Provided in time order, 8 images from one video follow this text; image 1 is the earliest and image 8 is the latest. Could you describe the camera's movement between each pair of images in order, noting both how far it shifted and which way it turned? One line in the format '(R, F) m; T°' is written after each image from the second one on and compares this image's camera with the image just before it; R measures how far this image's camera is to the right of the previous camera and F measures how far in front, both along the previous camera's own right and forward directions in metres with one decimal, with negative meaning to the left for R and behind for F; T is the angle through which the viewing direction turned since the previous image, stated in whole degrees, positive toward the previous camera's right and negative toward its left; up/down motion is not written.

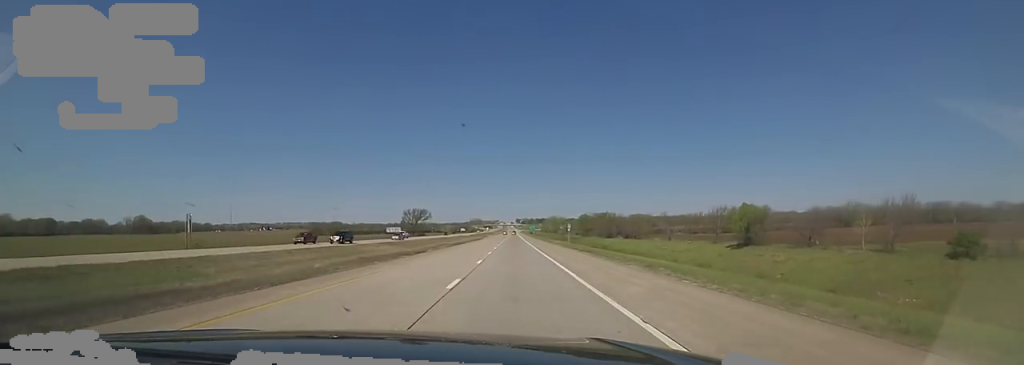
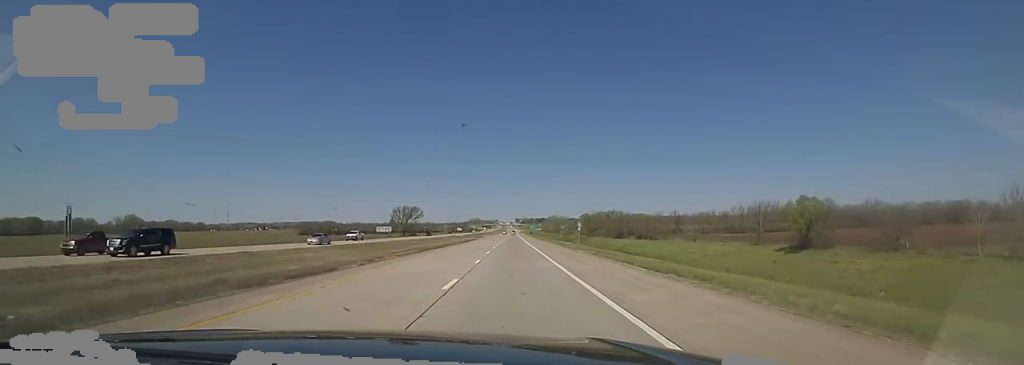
(-0.8, +20.1) m; -1°
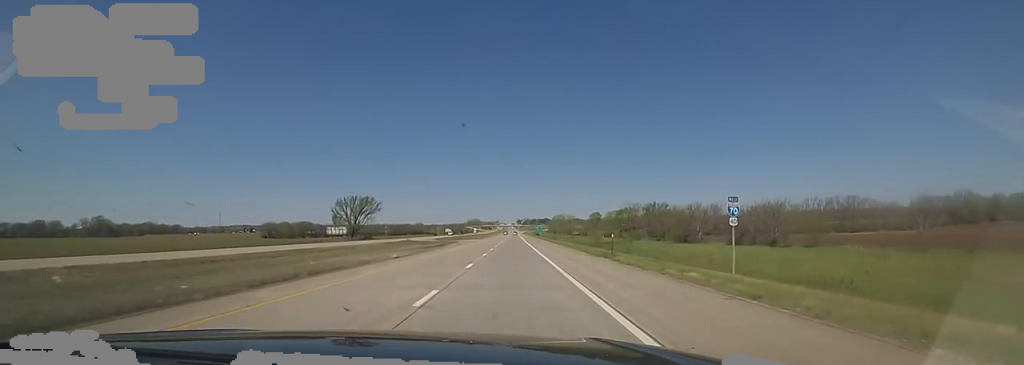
(-1.0, +71.5) m; -1°
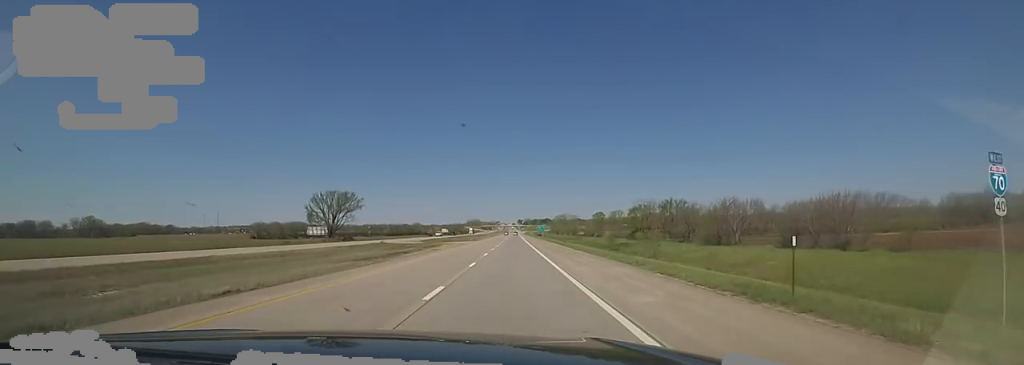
(0.0, +18.8) m; 0°
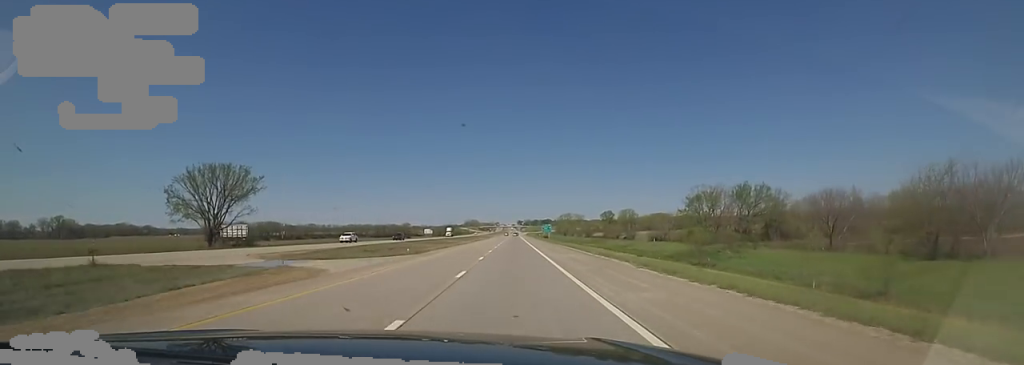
(0.0, +55.0) m; 0°
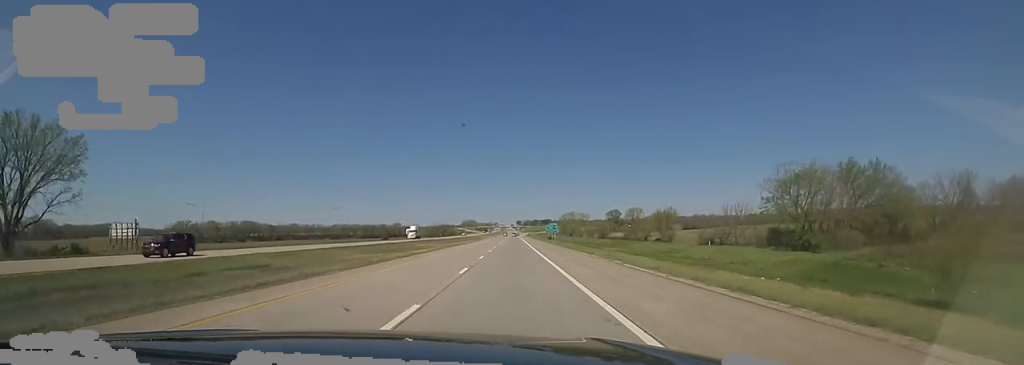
(0.0, +37.8) m; 0°
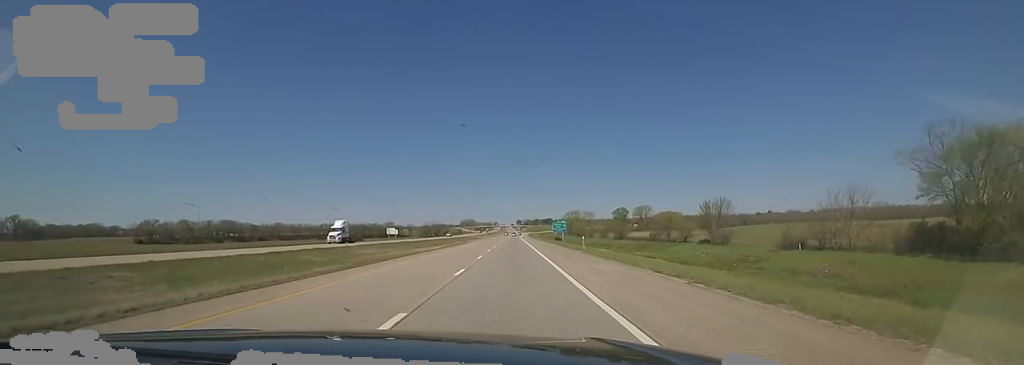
(0.0, +31.0) m; 0°
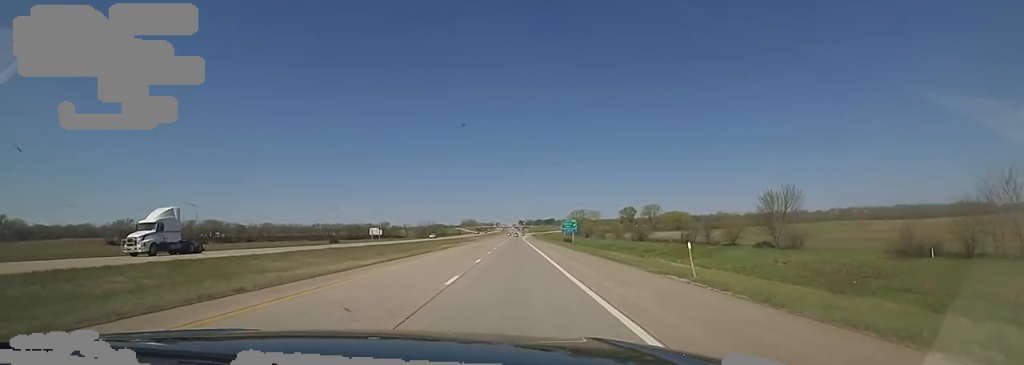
(0.0, +22.7) m; 0°
